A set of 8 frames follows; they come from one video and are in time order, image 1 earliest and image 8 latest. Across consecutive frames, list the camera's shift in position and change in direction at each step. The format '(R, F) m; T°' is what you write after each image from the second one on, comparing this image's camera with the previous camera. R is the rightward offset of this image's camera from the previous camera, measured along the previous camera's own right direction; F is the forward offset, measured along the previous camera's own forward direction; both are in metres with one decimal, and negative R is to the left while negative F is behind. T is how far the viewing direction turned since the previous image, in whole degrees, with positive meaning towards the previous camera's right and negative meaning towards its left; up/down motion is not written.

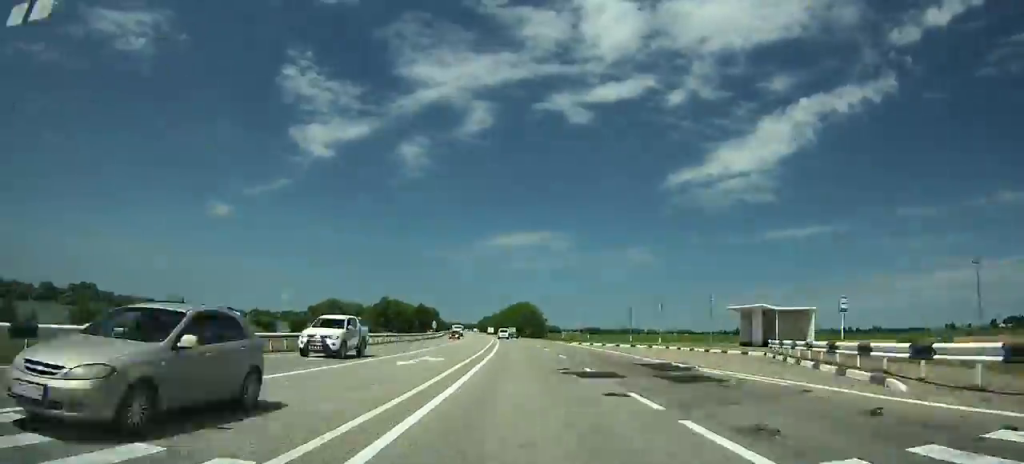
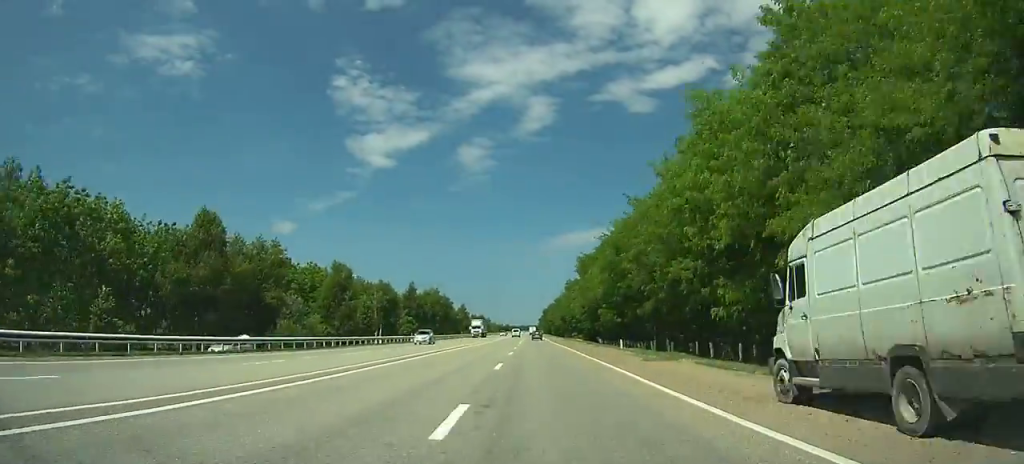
(-13.5, +178.9) m; -7°
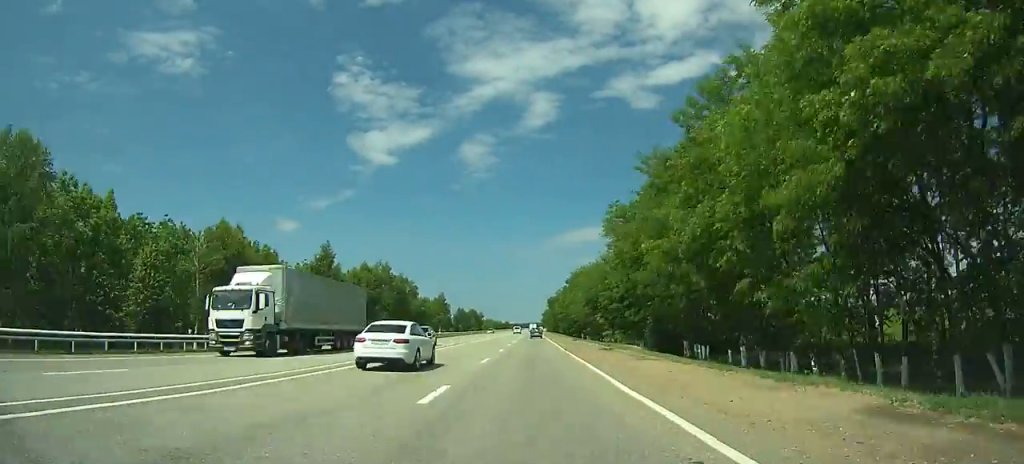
(-0.6, +54.1) m; -1°
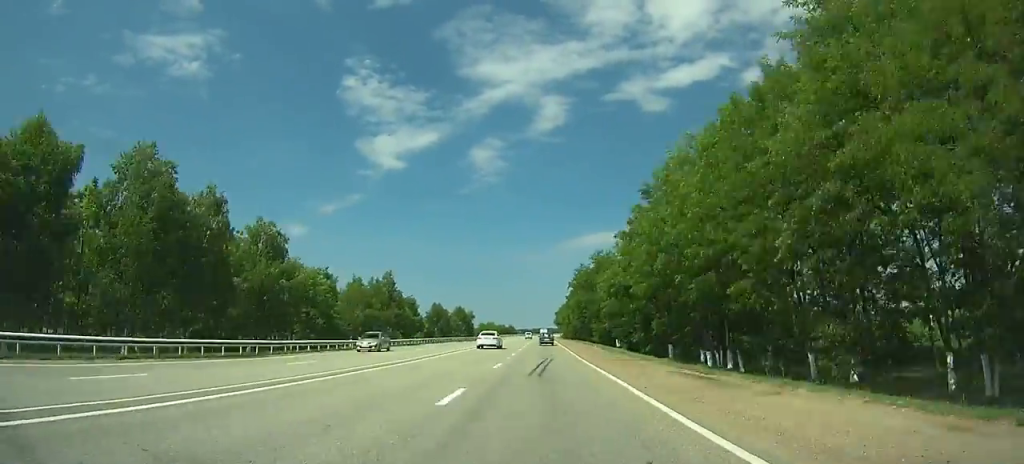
(-0.5, +70.9) m; -1°
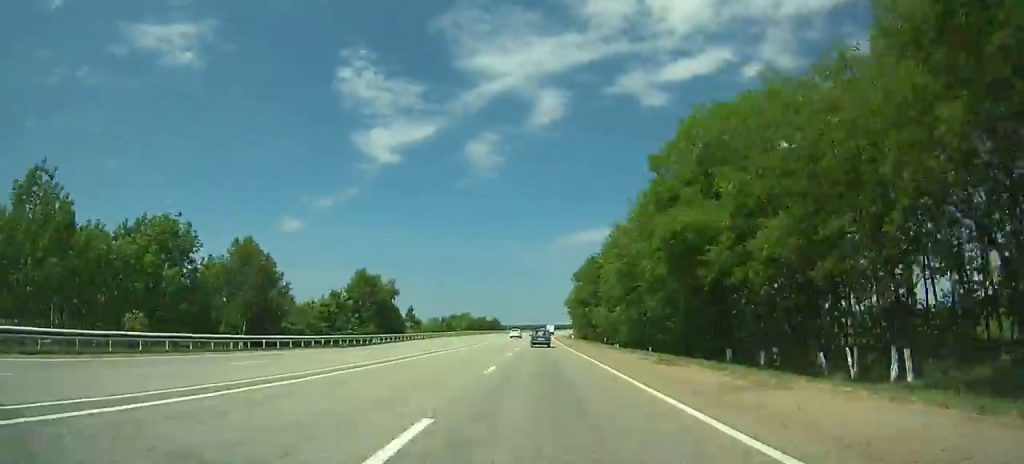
(-0.5, +101.0) m; 0°
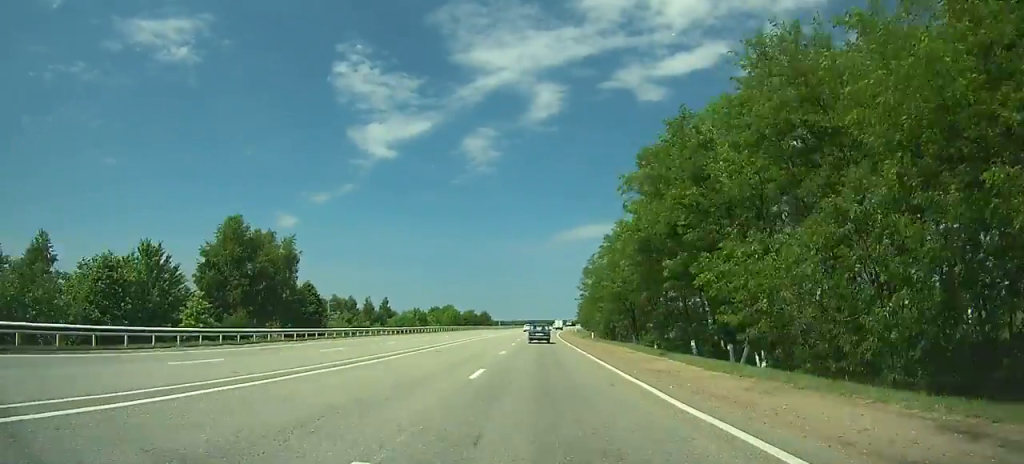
(+0.2, +37.4) m; +1°
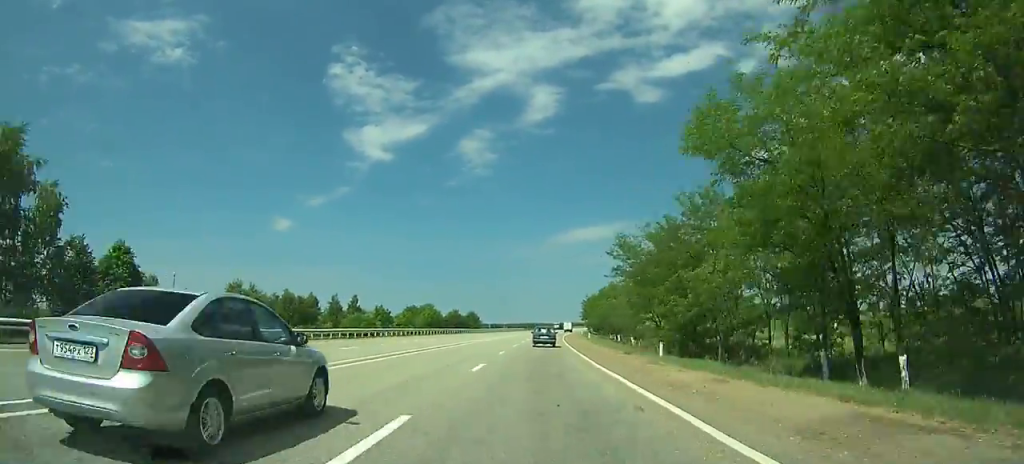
(-0.1, +32.8) m; +1°
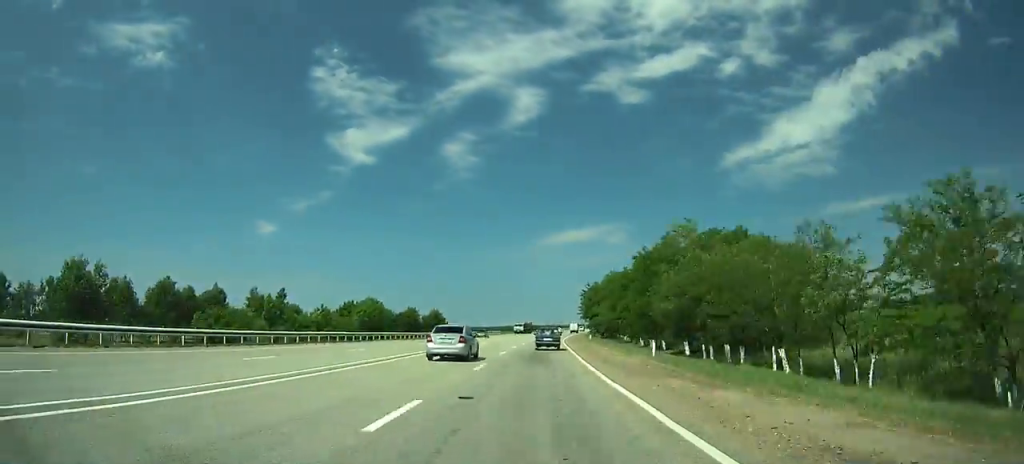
(+0.6, +43.5) m; +1°
